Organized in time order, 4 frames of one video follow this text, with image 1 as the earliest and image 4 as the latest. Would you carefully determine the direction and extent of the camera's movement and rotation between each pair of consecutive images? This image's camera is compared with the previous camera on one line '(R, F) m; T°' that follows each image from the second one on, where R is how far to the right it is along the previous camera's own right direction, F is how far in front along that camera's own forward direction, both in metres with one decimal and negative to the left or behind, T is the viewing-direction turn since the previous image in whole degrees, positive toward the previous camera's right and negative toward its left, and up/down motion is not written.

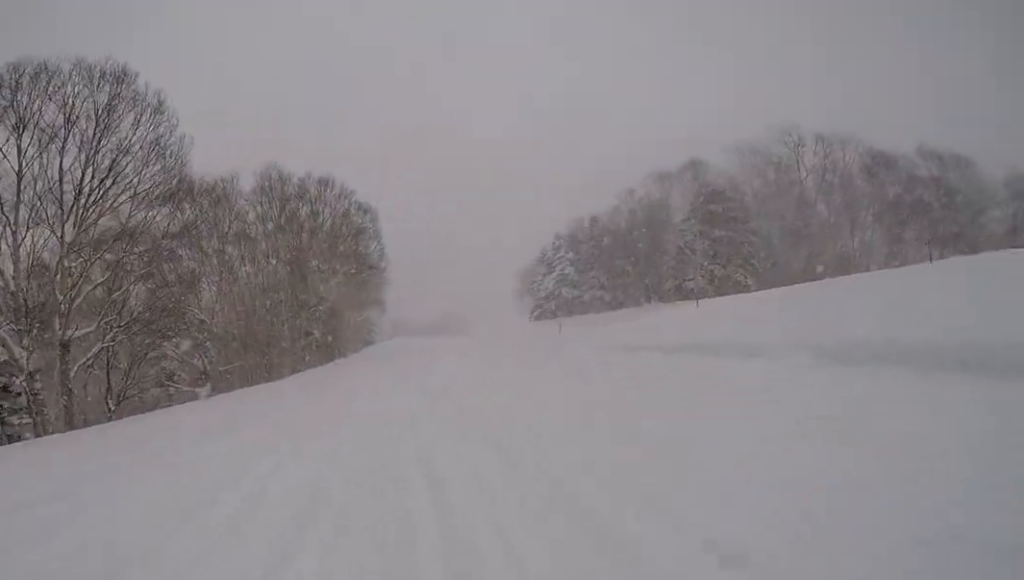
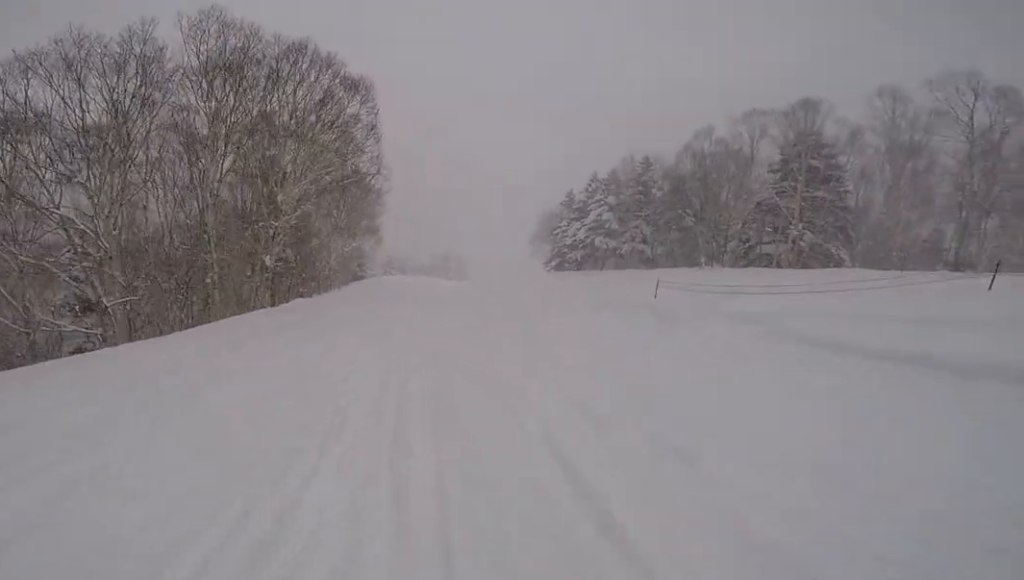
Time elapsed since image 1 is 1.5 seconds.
(-2.1, +9.1) m; -12°
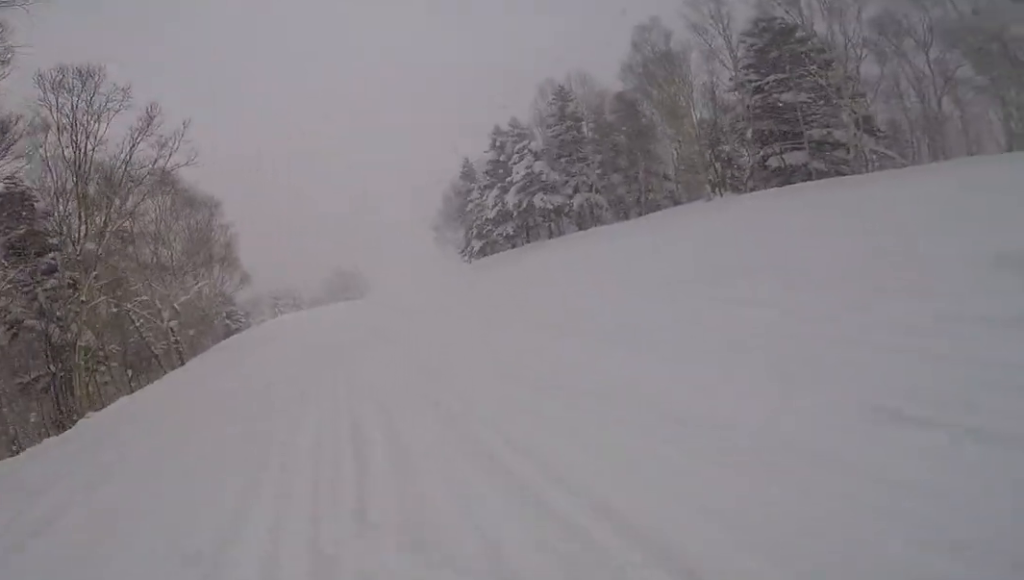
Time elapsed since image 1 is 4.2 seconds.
(+2.0, +14.0) m; +12°
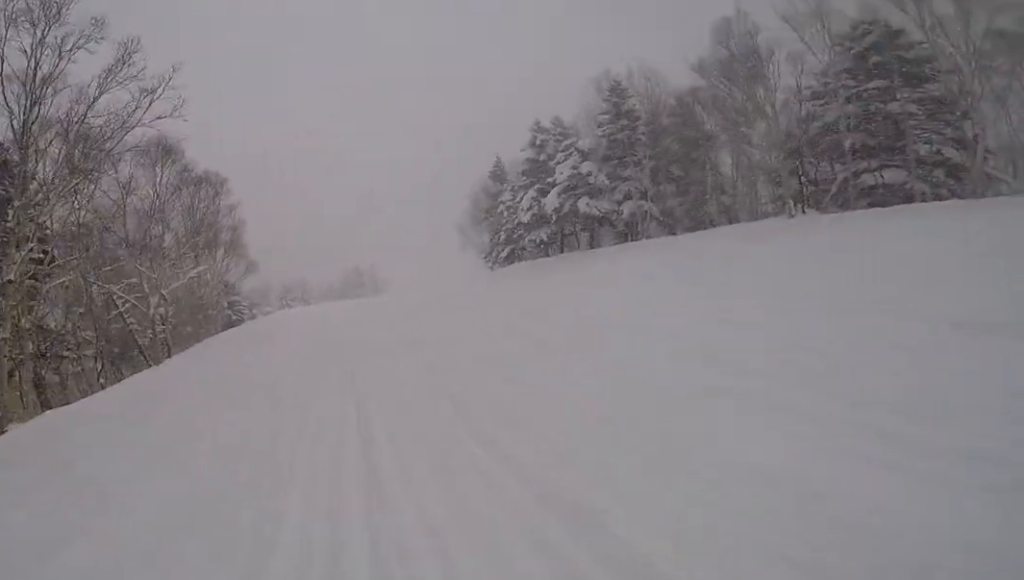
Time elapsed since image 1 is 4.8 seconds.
(+0.7, +3.5) m; 0°
